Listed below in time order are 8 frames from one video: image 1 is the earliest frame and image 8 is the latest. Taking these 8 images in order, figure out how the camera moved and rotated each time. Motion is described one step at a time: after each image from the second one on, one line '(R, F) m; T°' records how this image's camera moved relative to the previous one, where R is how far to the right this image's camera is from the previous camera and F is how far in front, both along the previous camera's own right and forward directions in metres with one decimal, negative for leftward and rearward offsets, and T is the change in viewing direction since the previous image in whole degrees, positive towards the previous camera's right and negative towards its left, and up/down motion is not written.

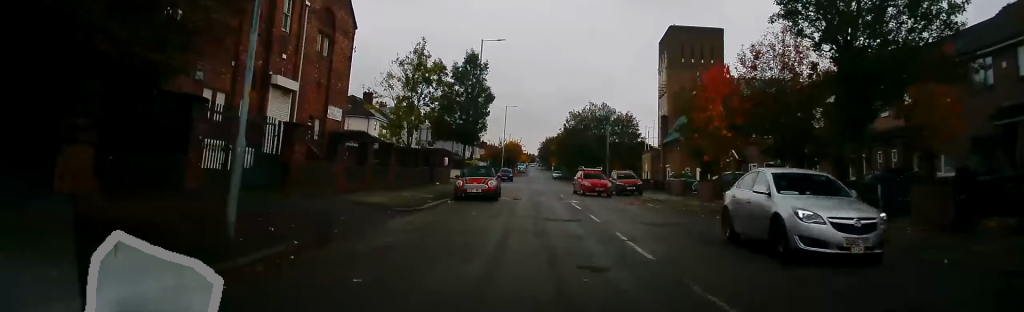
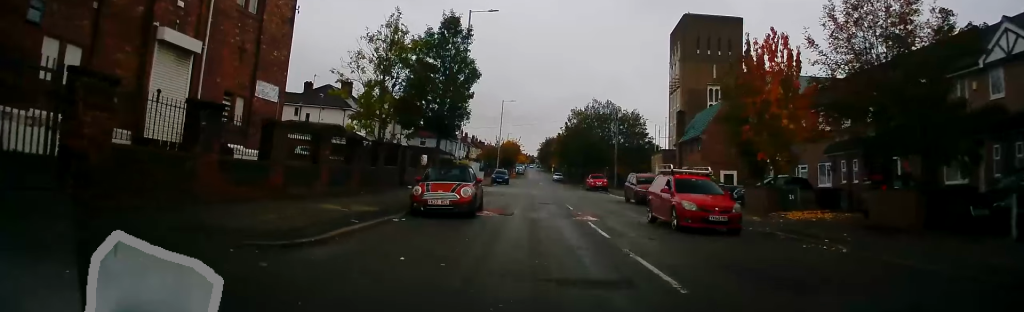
(-0.1, +8.2) m; -2°
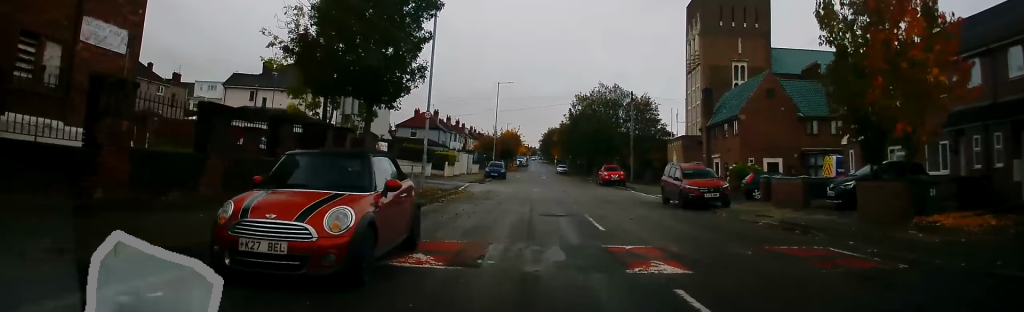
(-0.1, +9.8) m; +1°
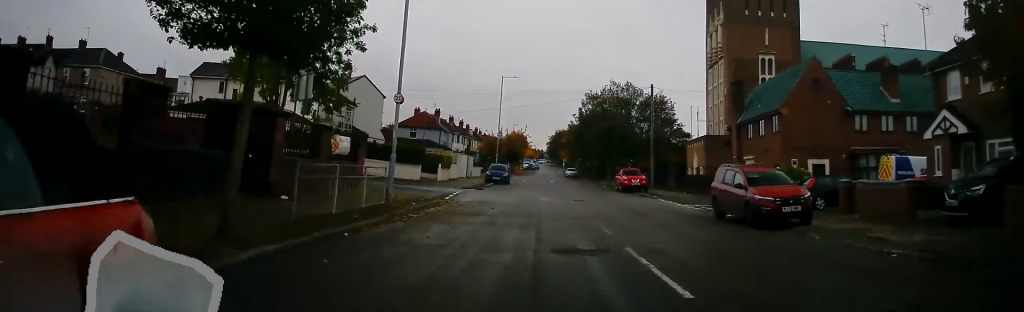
(+0.1, +6.2) m; +1°
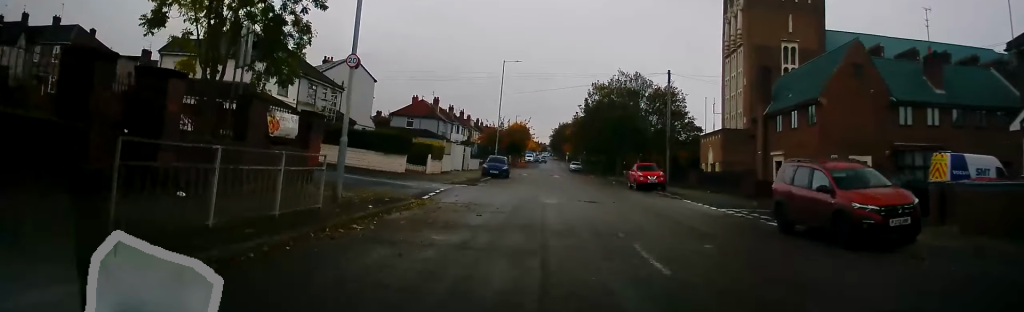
(0.0, +4.9) m; -1°
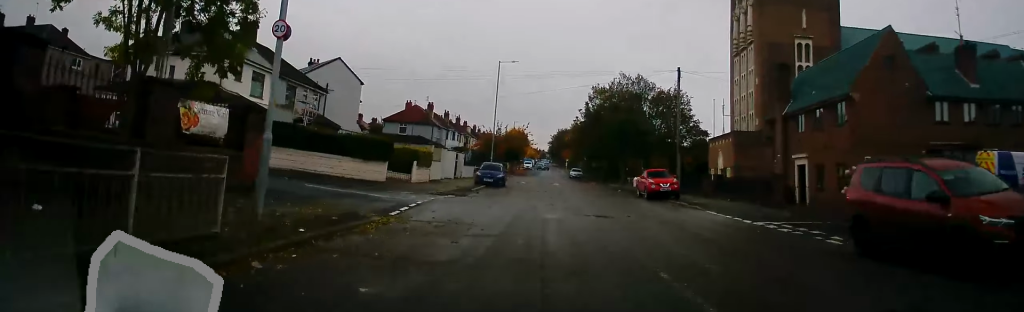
(0.0, +3.7) m; -2°
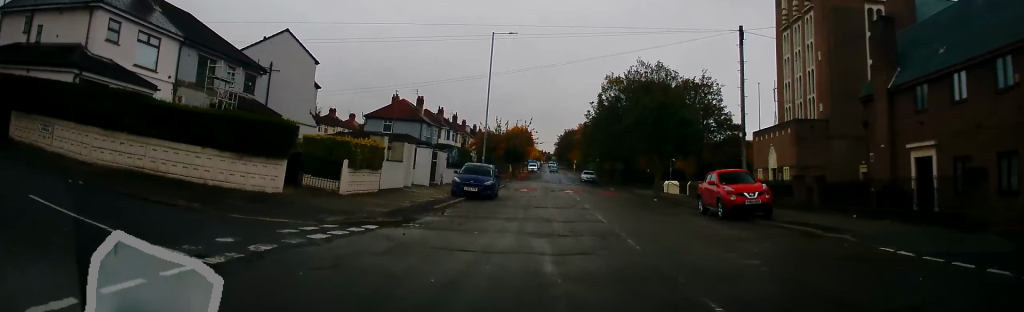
(-0.1, +11.9) m; +2°
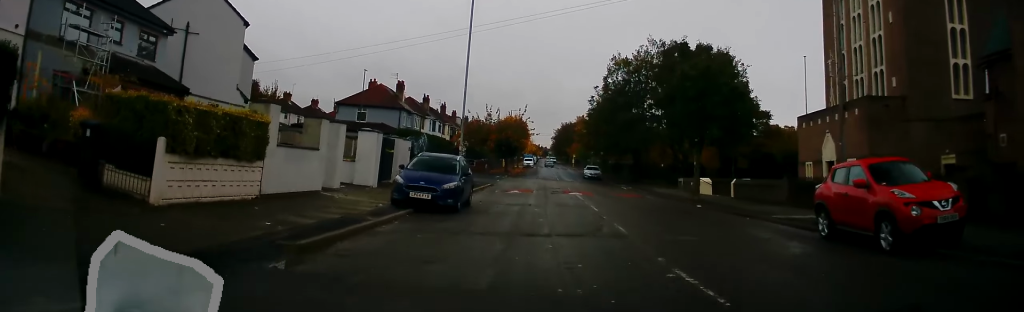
(+0.2, +10.0) m; -1°
